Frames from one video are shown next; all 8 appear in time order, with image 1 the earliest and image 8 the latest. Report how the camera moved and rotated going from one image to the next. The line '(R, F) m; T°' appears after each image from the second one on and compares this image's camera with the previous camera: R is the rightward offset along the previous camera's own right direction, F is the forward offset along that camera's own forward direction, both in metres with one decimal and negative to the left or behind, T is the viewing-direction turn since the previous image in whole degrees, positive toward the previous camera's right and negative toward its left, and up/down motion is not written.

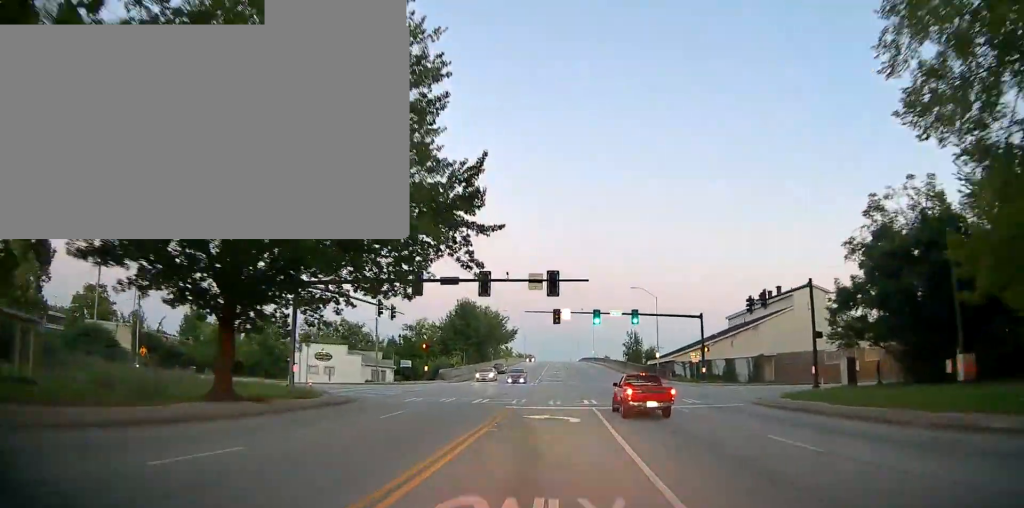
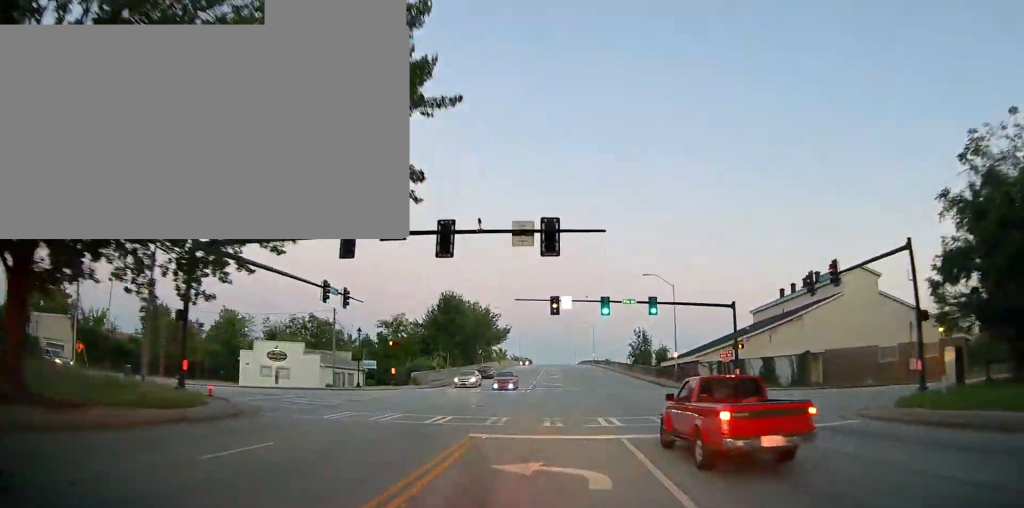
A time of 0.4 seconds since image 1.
(0.0, +10.6) m; 0°
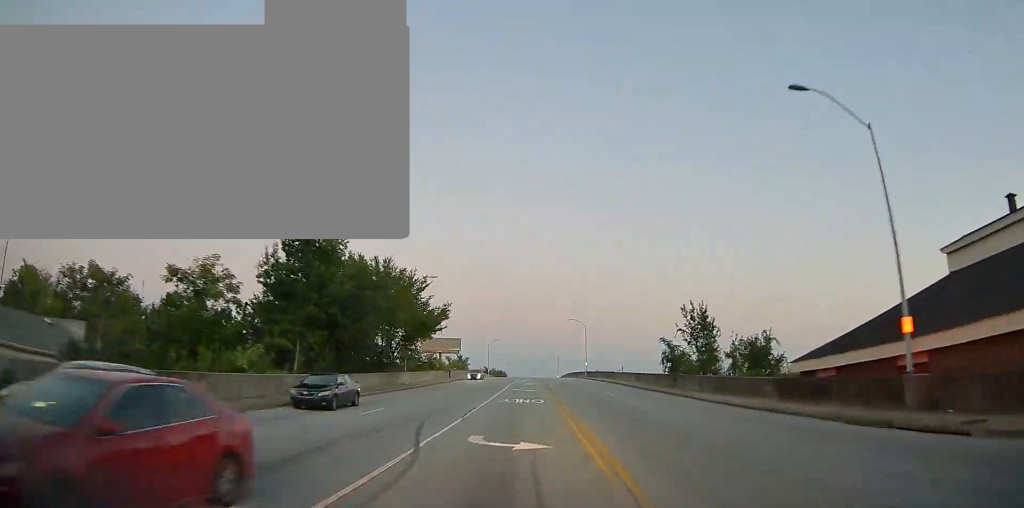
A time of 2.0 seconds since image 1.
(+0.5, +37.5) m; +2°
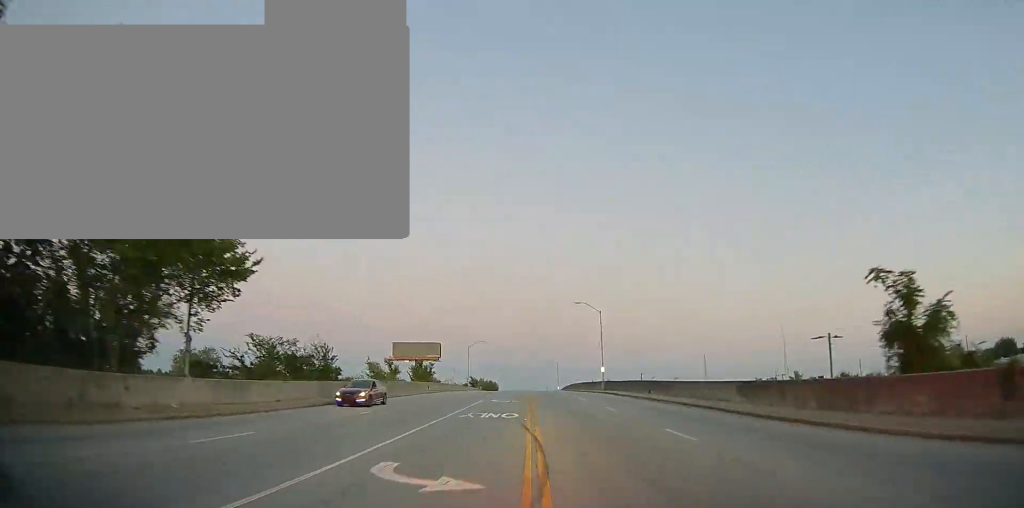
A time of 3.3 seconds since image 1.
(+0.6, +34.3) m; +1°
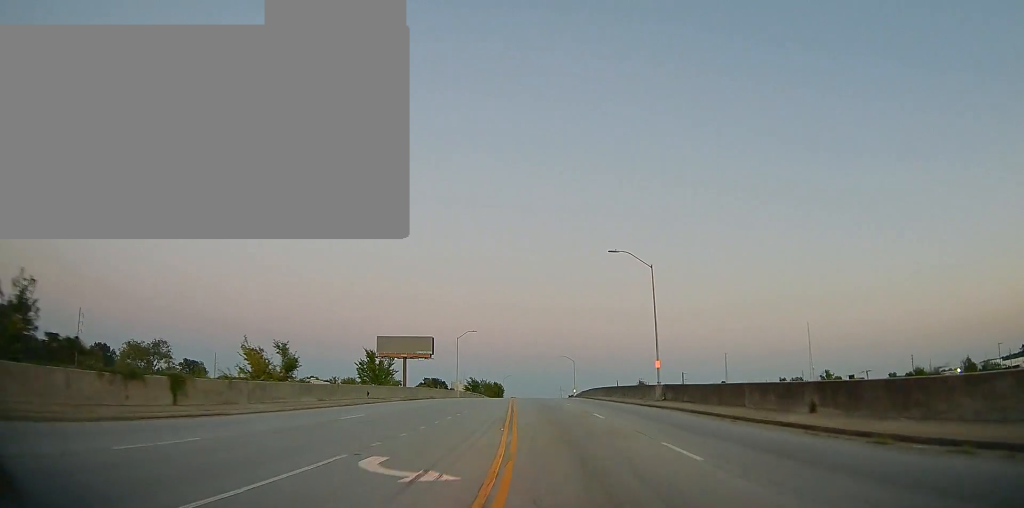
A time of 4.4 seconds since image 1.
(-0.3, +27.6) m; -1°
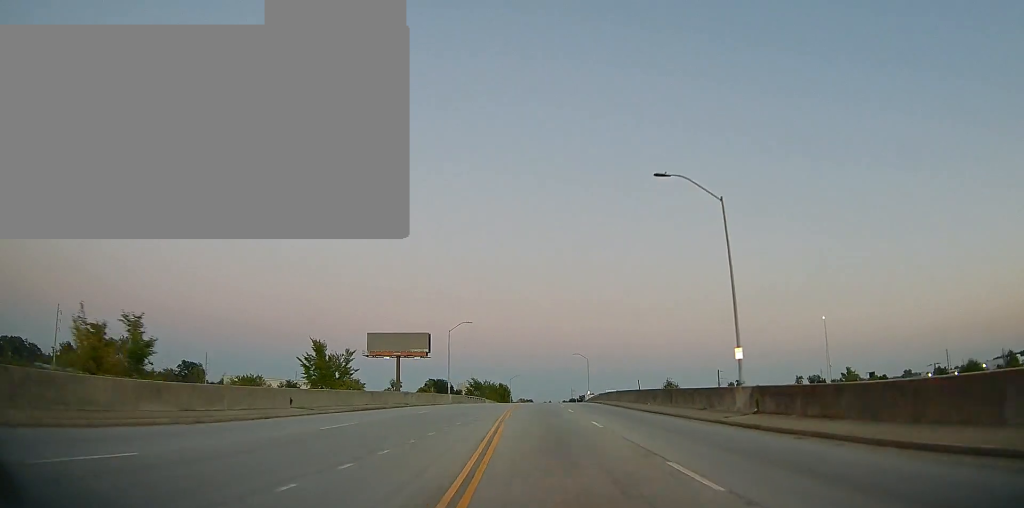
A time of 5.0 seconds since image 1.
(-0.1, +14.9) m; -1°
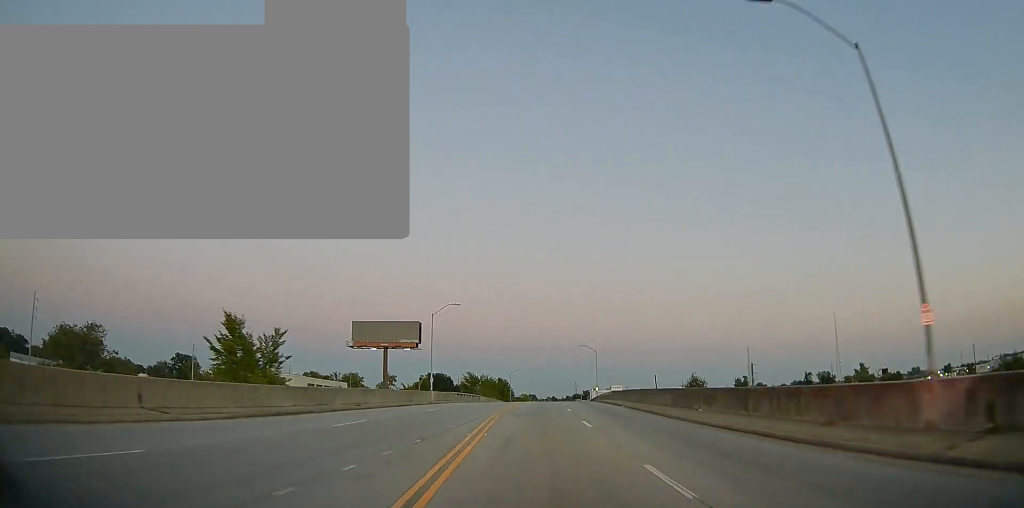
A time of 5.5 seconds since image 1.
(-0.1, +12.5) m; -1°
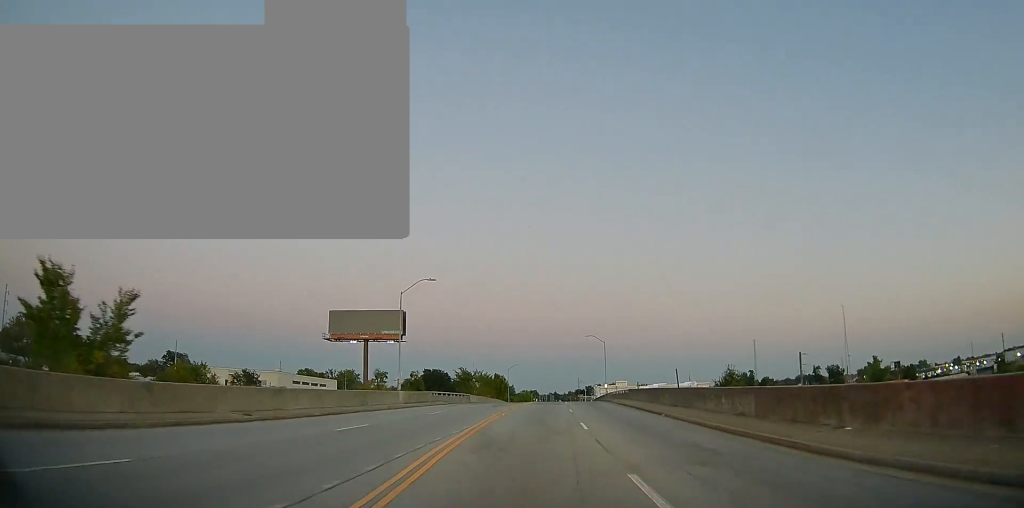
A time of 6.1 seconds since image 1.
(-0.1, +13.3) m; -1°
